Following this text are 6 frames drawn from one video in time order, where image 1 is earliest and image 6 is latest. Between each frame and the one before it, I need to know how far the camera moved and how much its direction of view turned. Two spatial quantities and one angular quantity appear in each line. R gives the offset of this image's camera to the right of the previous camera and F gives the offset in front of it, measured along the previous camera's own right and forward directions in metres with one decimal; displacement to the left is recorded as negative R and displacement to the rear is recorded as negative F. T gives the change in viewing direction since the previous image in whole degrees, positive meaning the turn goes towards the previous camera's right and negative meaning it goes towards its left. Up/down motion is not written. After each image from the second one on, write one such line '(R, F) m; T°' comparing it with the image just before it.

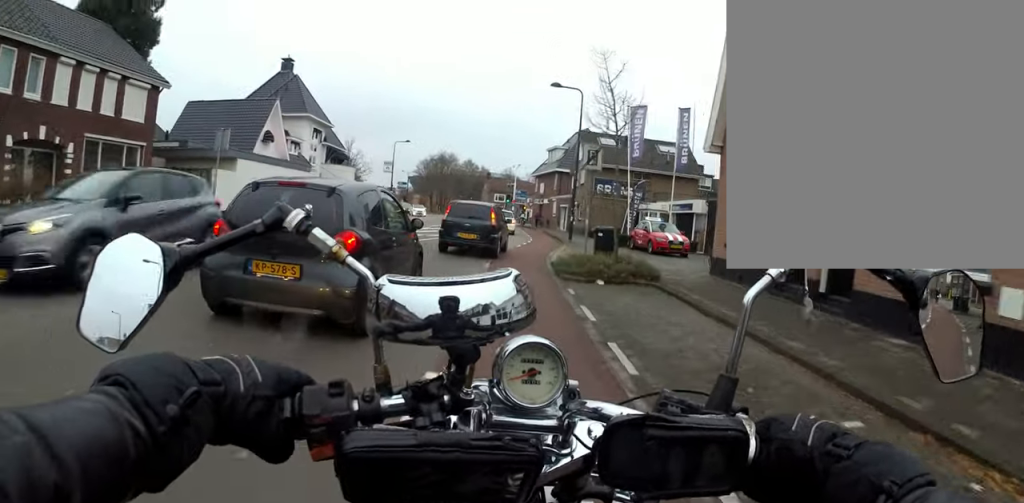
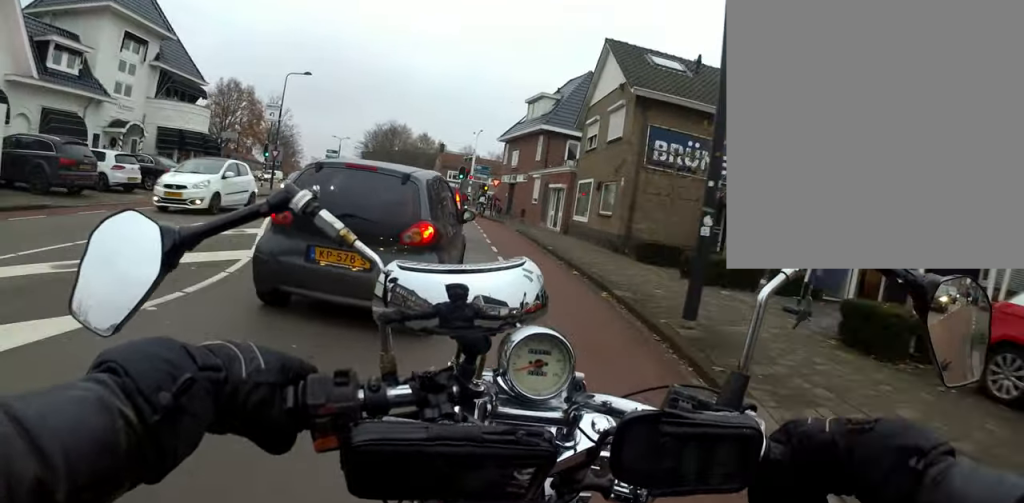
(-0.2, +18.1) m; -2°
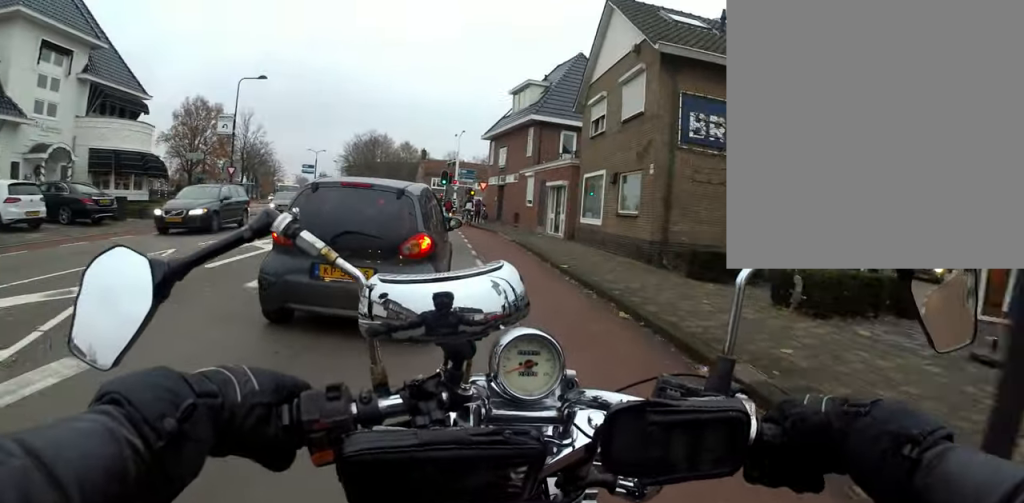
(-0.6, +4.3) m; -1°
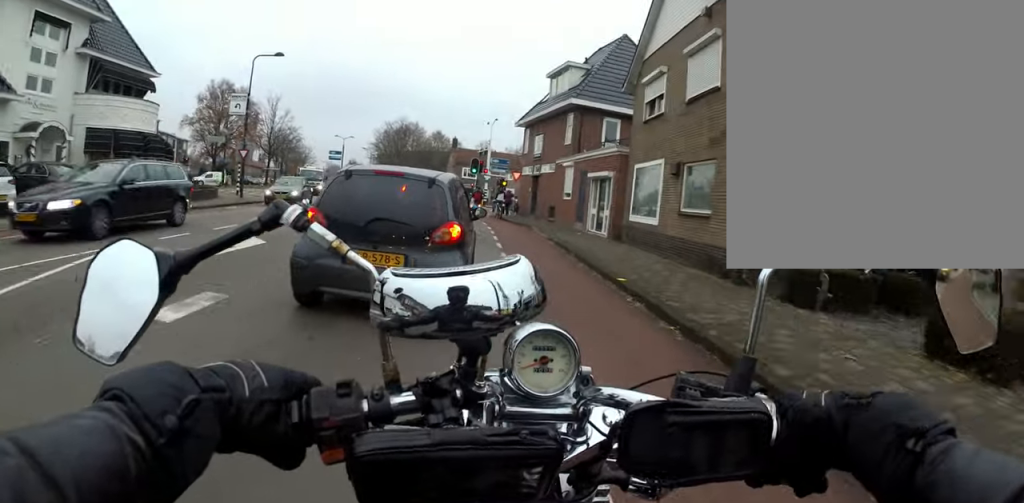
(+0.2, +2.4) m; +1°
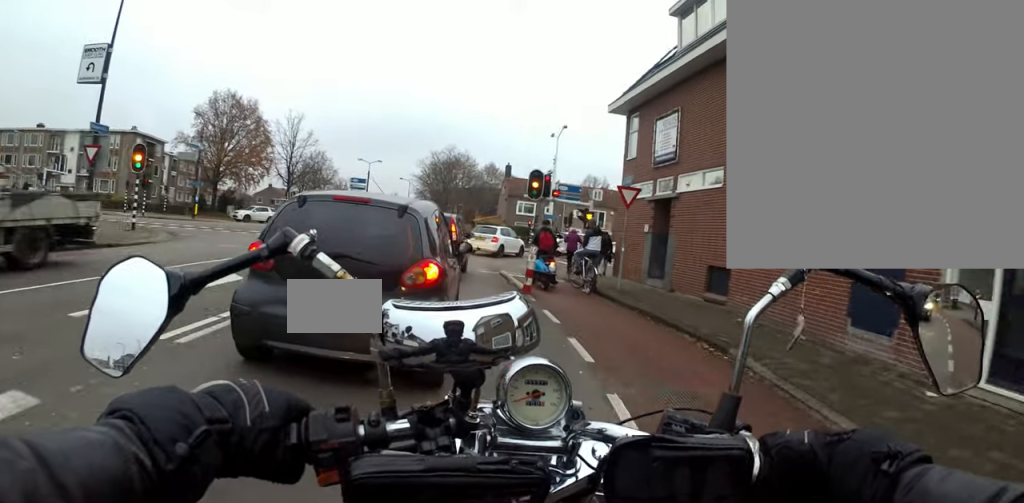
(-0.8, +13.5) m; -11°
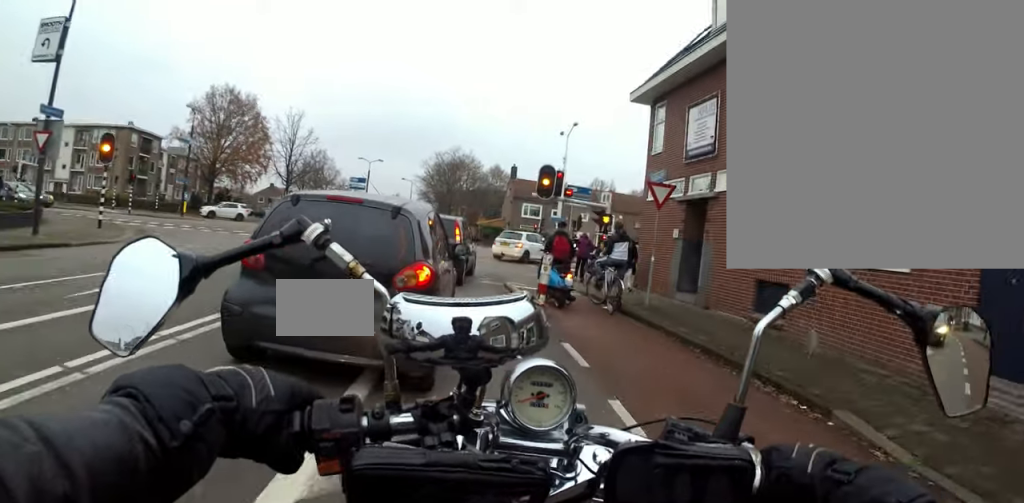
(-0.1, +2.5) m; -4°
